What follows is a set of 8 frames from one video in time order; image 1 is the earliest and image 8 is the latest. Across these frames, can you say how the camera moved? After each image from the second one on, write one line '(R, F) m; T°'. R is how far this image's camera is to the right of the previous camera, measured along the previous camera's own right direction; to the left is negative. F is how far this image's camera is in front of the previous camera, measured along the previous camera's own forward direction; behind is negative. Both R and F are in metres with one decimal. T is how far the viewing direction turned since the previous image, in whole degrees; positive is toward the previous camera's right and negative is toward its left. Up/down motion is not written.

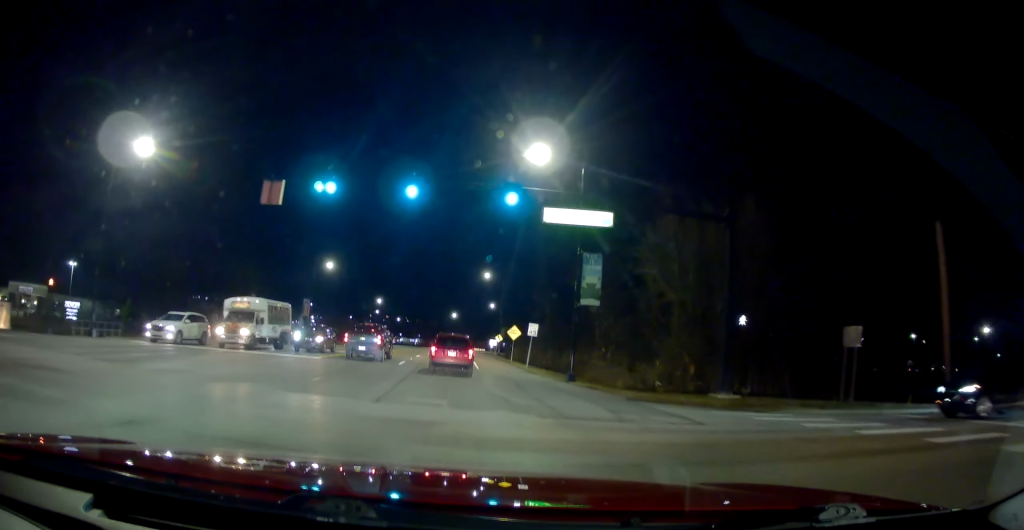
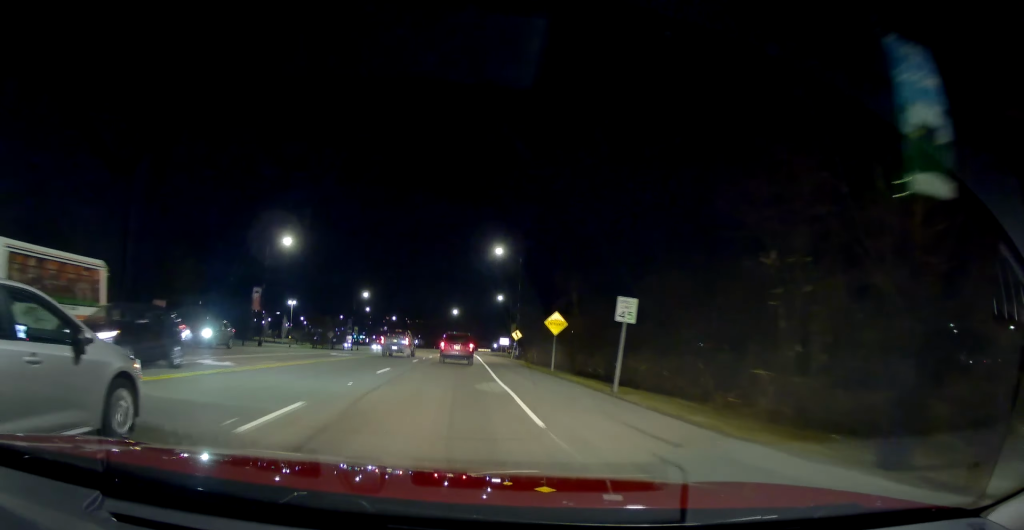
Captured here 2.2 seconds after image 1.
(-0.9, +22.0) m; -6°
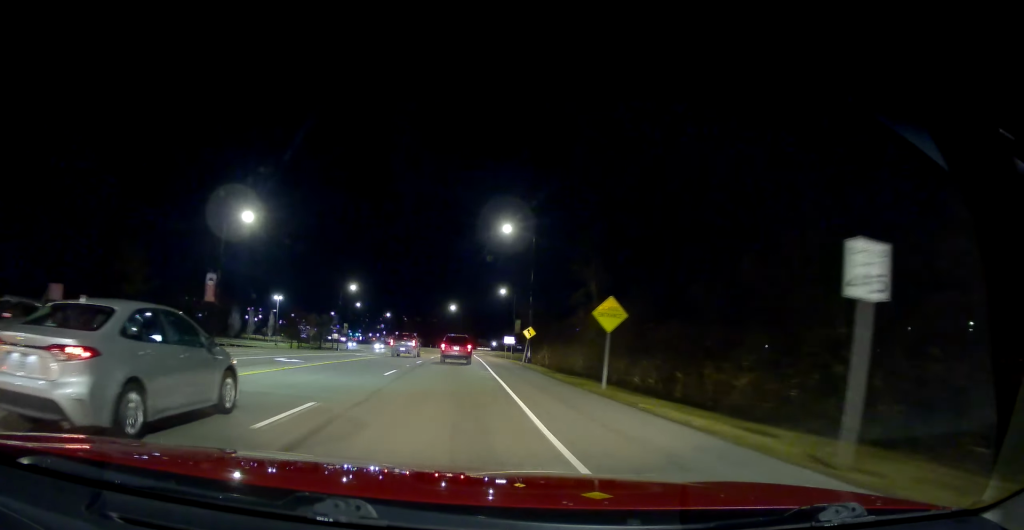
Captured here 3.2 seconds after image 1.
(-0.2, +11.7) m; +2°
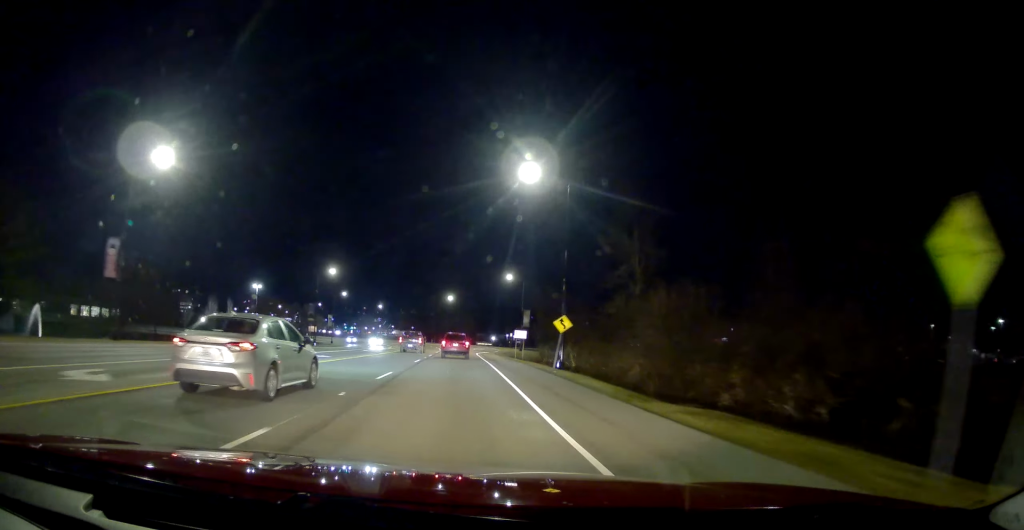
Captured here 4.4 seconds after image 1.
(+0.8, +15.6) m; +1°
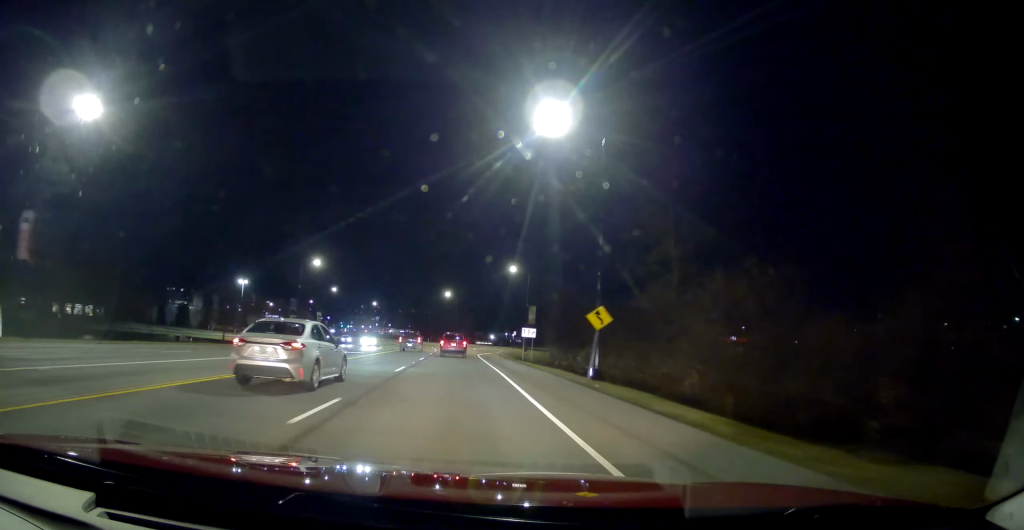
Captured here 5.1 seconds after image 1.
(-0.4, +8.6) m; 0°
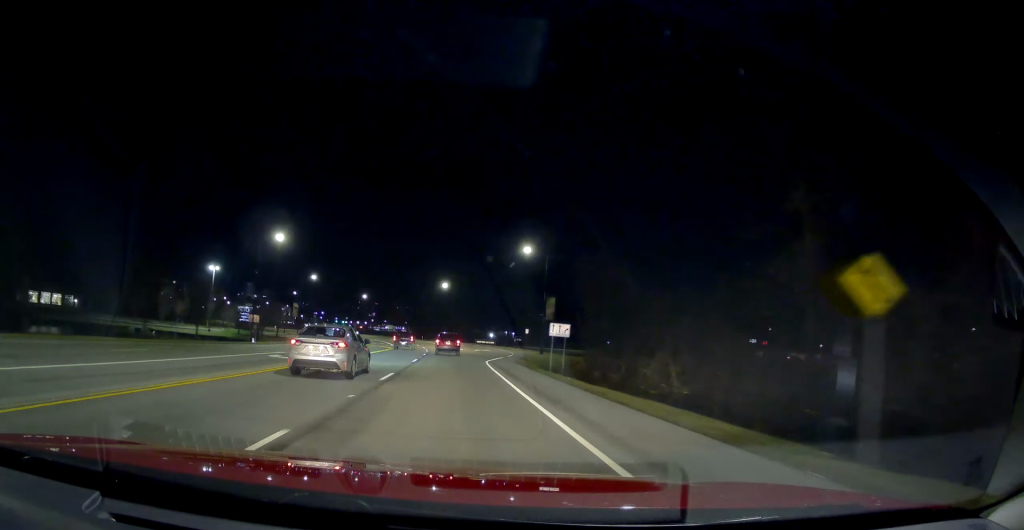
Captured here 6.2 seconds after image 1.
(+0.1, +16.1) m; +1°
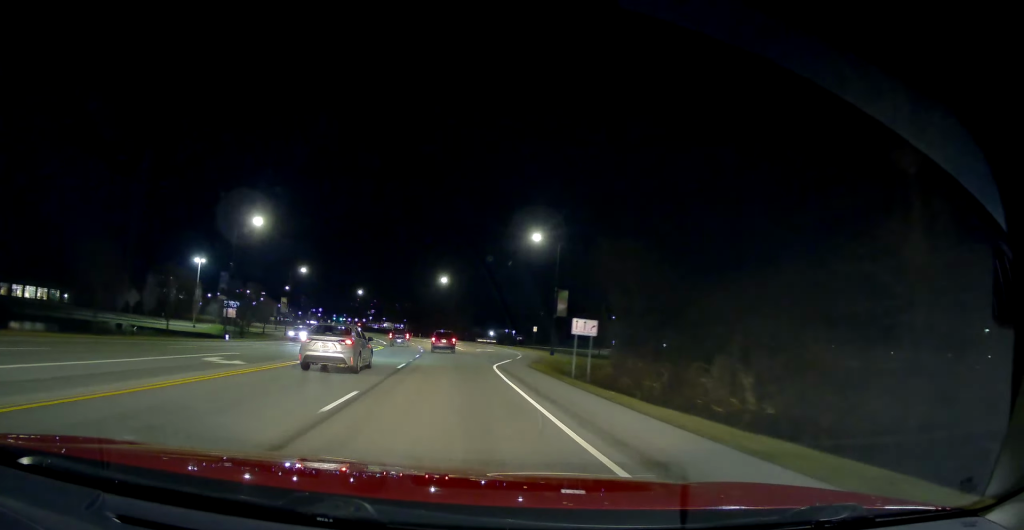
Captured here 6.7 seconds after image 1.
(+0.2, +6.9) m; +1°
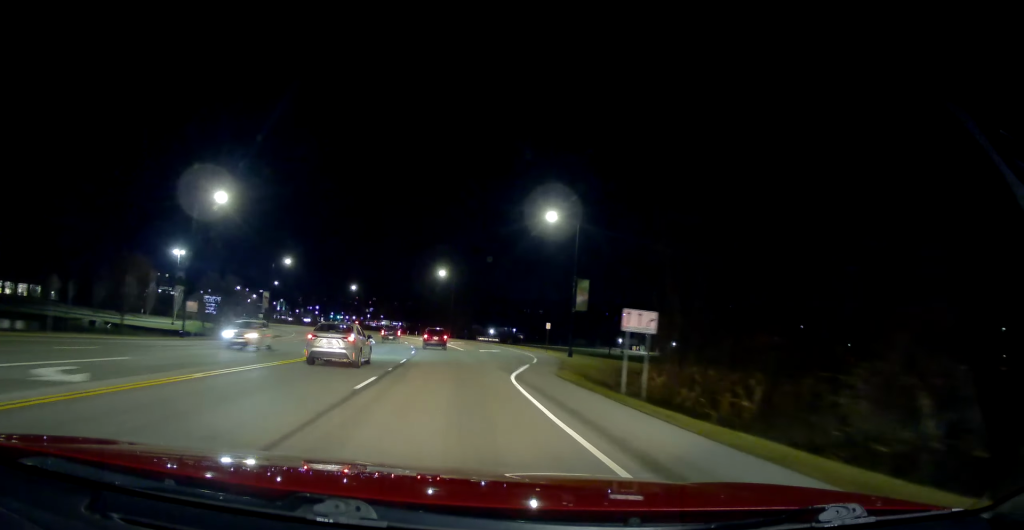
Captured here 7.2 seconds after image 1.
(-0.2, +8.7) m; 0°
